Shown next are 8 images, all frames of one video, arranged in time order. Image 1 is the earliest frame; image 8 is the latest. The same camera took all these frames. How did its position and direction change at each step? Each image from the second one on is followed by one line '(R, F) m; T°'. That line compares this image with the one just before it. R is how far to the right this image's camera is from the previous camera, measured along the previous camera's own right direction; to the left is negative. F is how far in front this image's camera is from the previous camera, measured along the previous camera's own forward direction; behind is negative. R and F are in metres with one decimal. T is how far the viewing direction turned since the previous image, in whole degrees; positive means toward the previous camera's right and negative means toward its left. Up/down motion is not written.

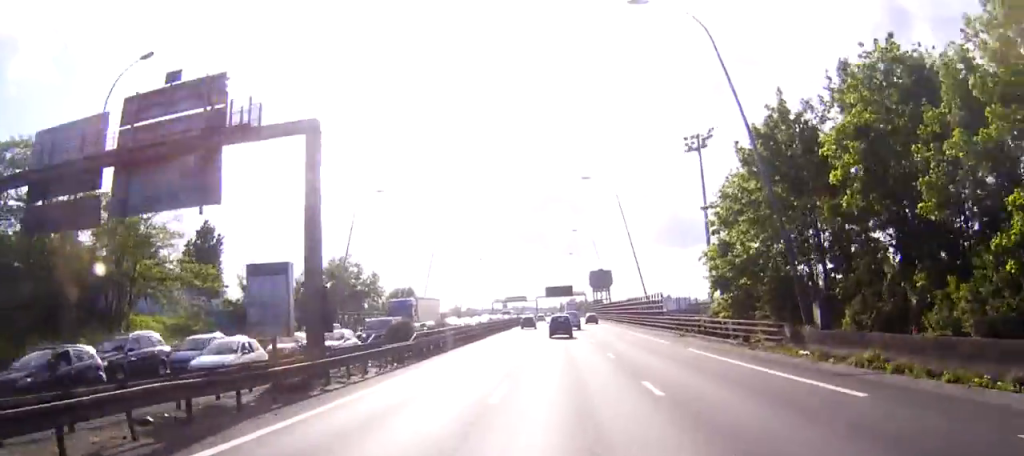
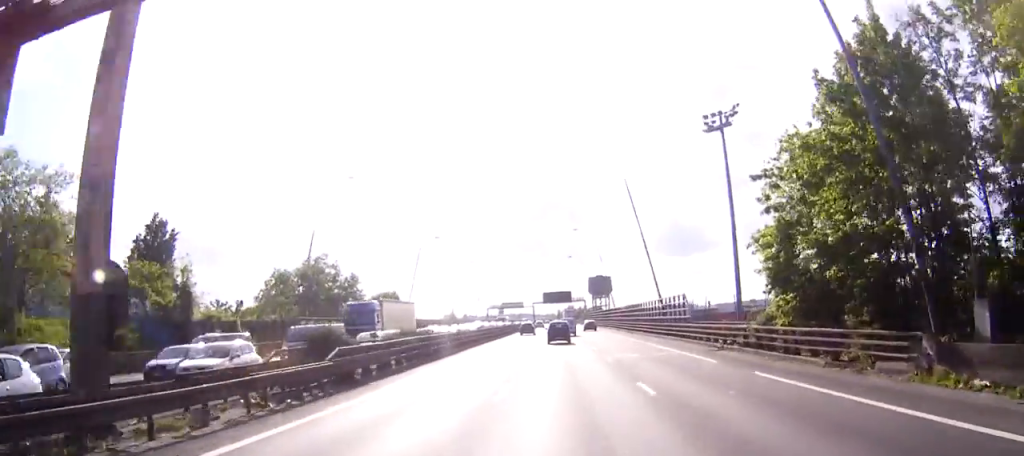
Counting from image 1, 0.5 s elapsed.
(0.0, +11.6) m; 0°
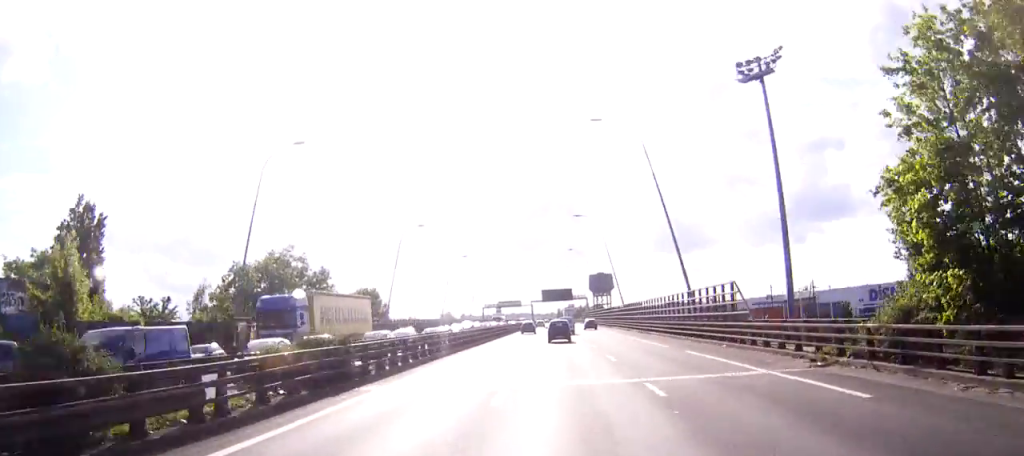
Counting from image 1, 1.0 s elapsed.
(+0.1, +14.0) m; 0°
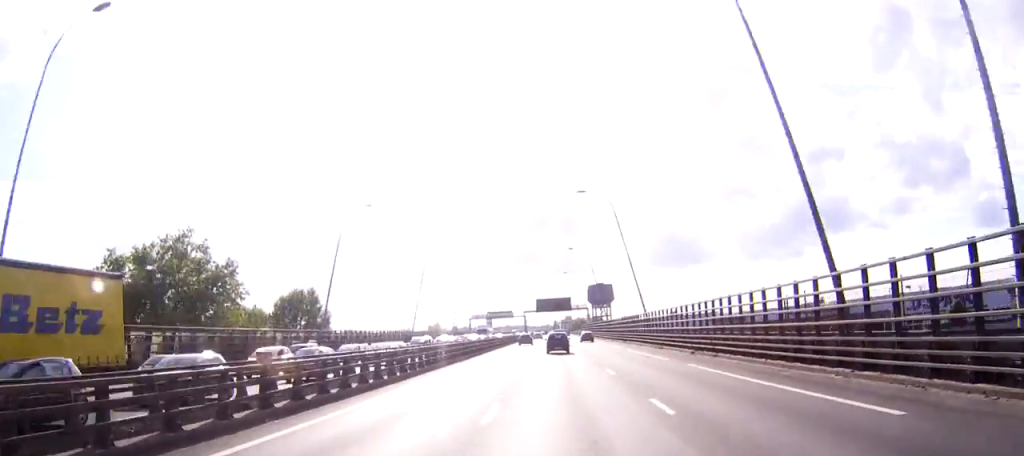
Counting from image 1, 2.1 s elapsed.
(+0.1, +27.2) m; 0°
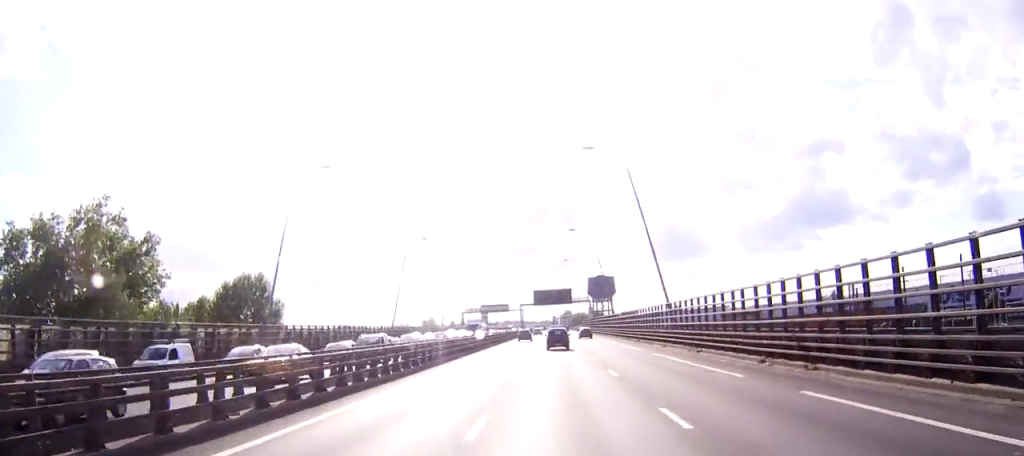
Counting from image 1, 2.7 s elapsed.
(0.0, +14.8) m; 0°
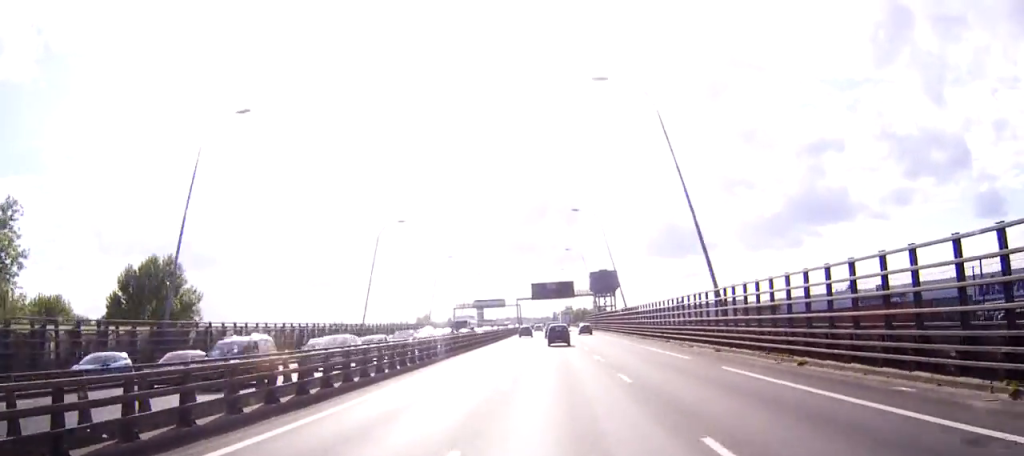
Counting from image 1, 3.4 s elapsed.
(0.0, +17.3) m; 0°
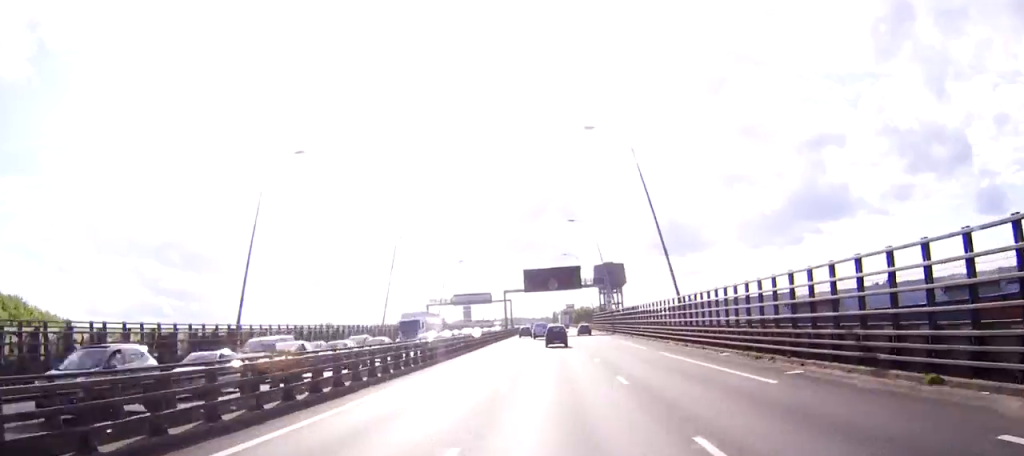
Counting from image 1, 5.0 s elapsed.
(+0.1, +37.9) m; 0°
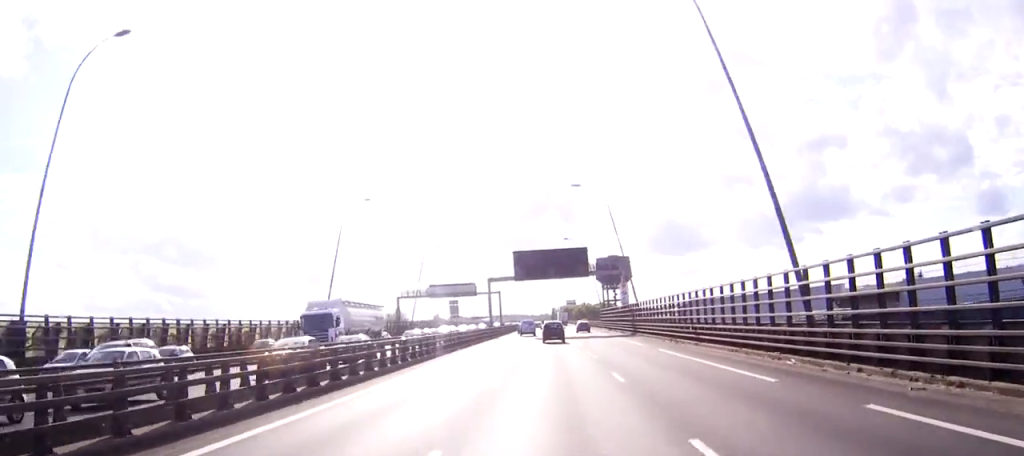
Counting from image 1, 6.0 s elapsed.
(0.0, +26.2) m; 0°
